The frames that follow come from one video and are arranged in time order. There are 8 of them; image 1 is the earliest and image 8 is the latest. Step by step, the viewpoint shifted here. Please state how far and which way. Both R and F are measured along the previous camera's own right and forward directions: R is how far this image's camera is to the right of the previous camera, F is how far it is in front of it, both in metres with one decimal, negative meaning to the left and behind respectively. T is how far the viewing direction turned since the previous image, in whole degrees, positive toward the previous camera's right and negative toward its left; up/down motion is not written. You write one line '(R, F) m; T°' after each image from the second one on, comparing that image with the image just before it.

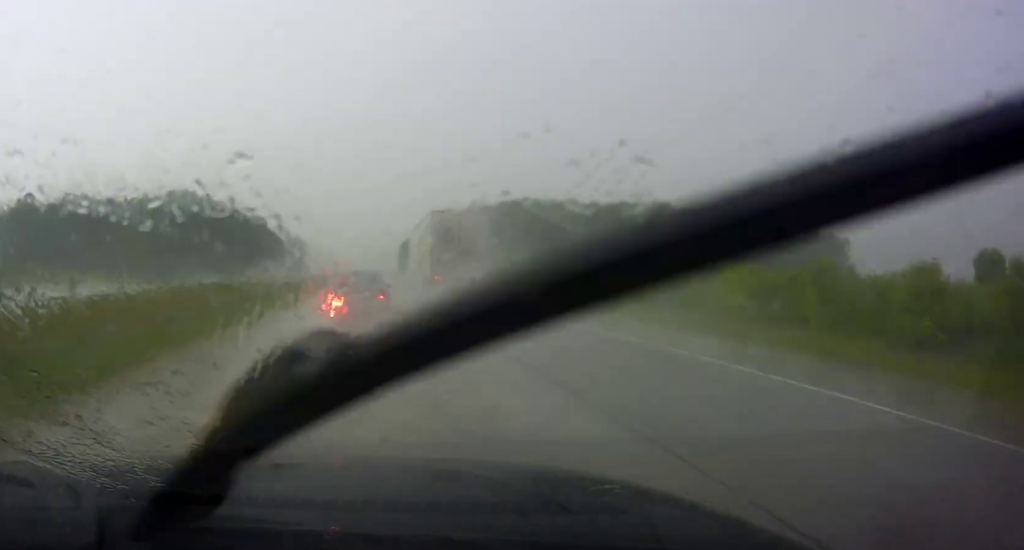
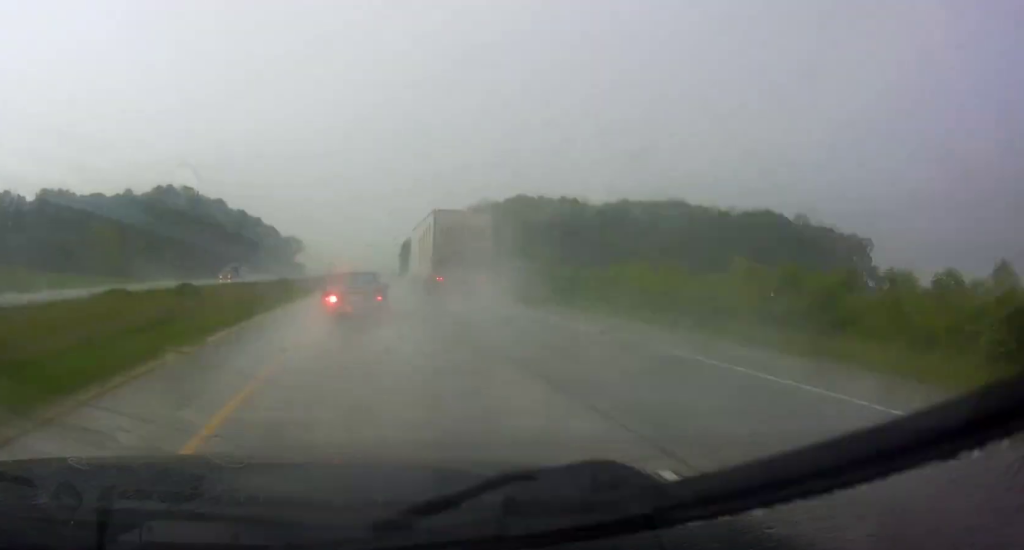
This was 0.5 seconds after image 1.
(+0.3, +14.0) m; +1°
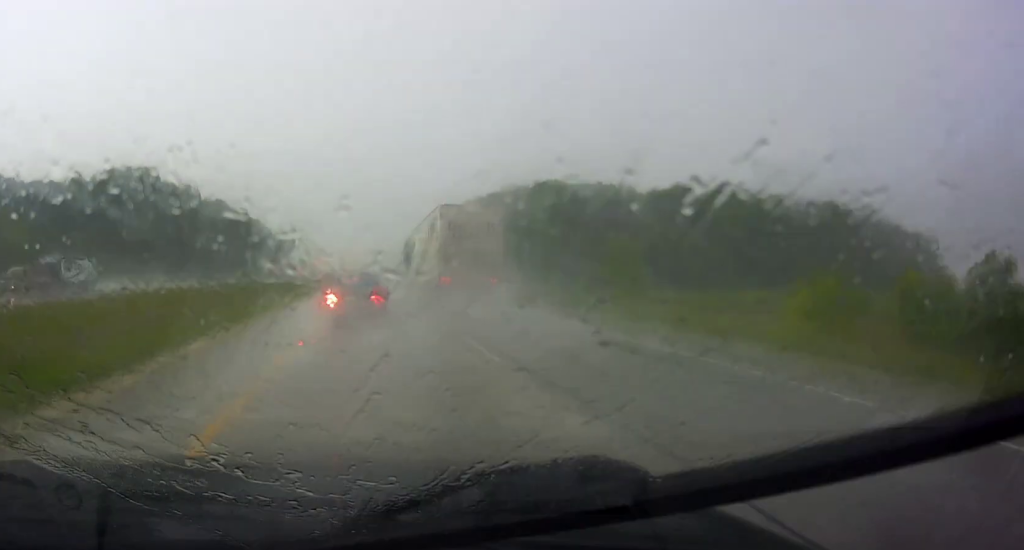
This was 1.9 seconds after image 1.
(+0.3, +37.1) m; 0°
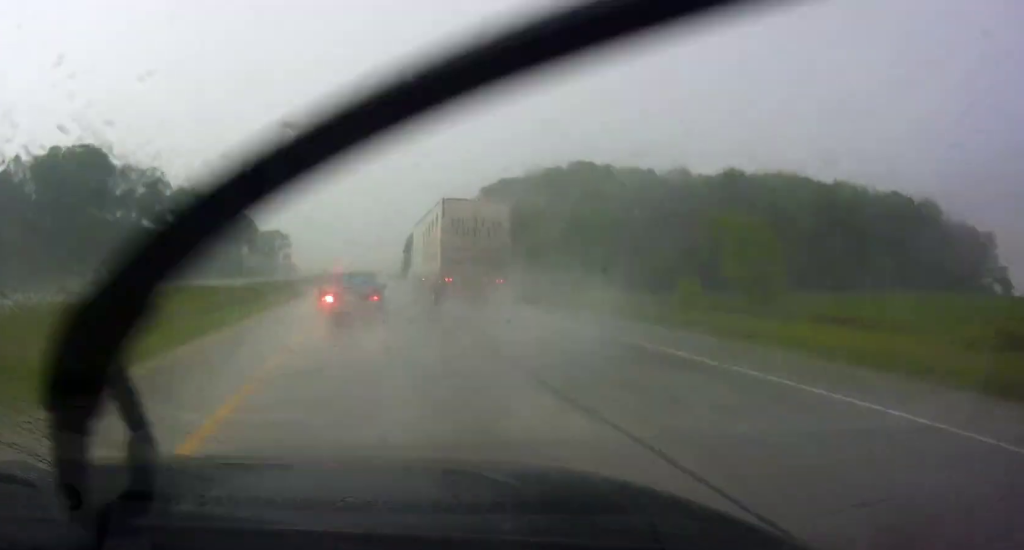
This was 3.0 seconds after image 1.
(0.0, +28.0) m; 0°
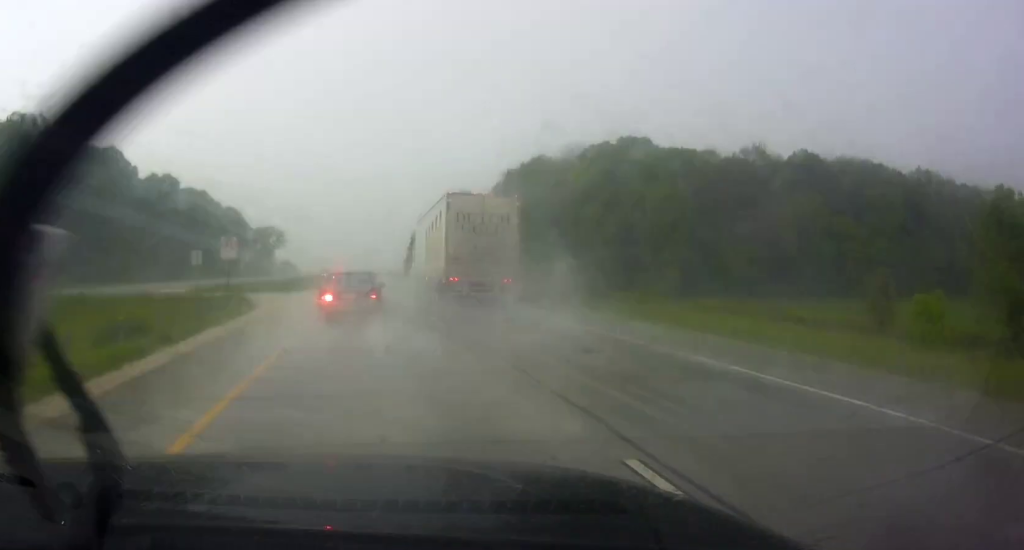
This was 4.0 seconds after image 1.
(0.0, +26.9) m; 0°
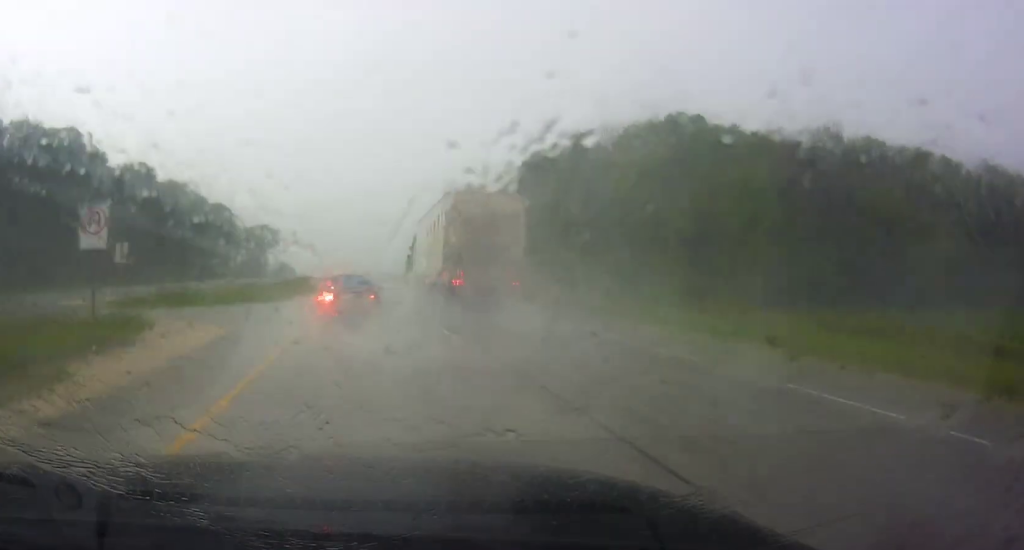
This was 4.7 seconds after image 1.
(+0.1, +18.1) m; -1°
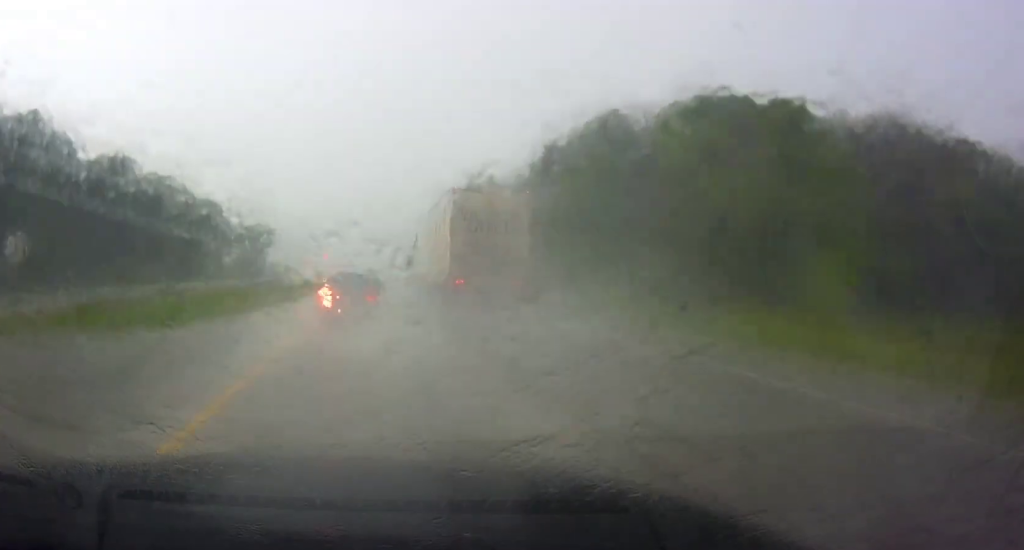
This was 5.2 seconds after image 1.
(-0.2, +13.7) m; 0°
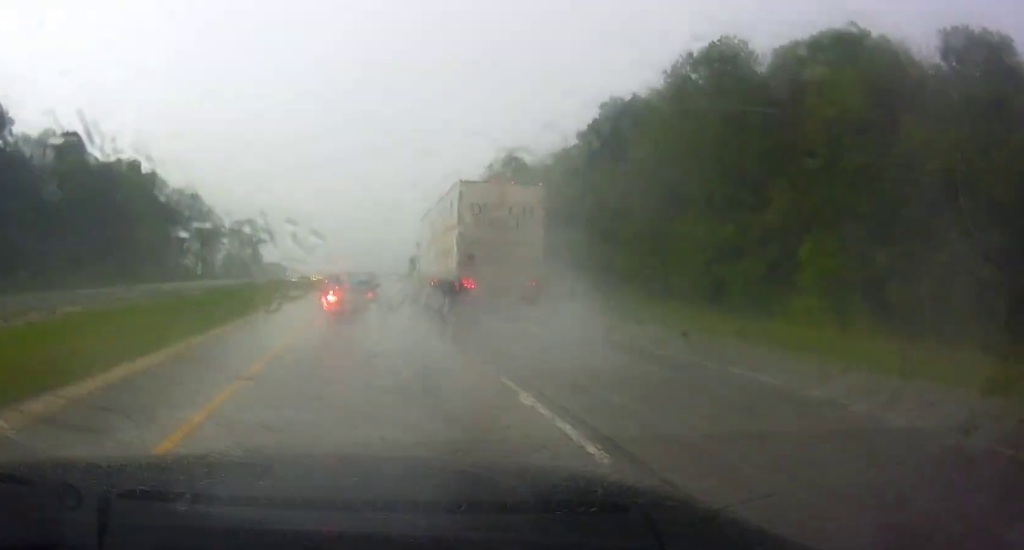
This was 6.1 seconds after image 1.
(-0.2, +24.8) m; 0°
